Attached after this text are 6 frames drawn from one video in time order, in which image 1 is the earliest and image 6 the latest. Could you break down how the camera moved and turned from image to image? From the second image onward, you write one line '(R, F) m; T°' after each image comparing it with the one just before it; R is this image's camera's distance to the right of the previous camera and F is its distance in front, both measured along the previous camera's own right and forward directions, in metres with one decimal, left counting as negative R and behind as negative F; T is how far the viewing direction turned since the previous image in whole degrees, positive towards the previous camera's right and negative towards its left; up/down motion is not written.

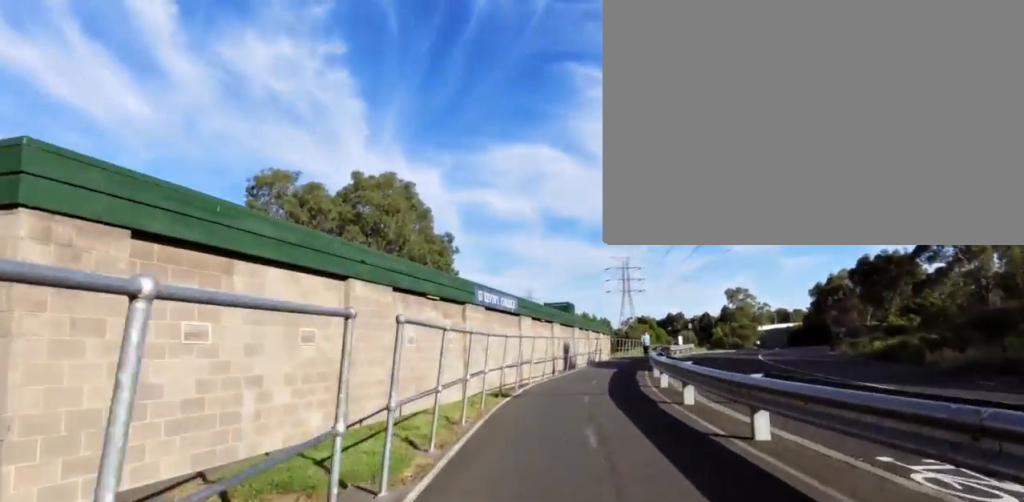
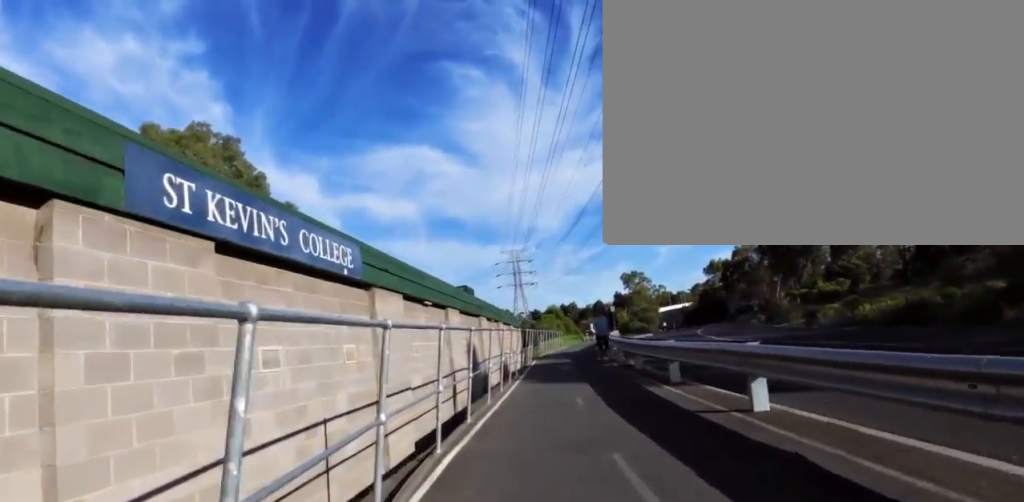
(+1.6, +12.1) m; +13°
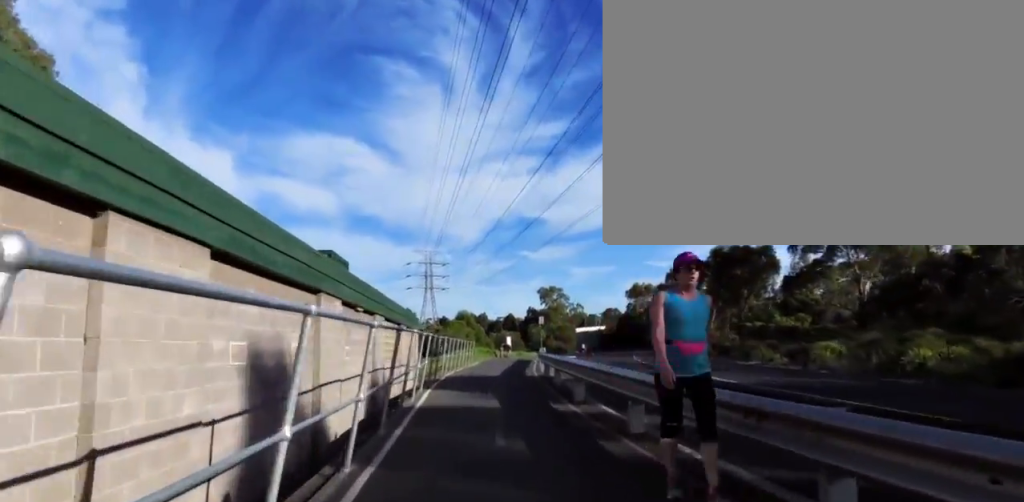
(+1.4, +10.9) m; +9°
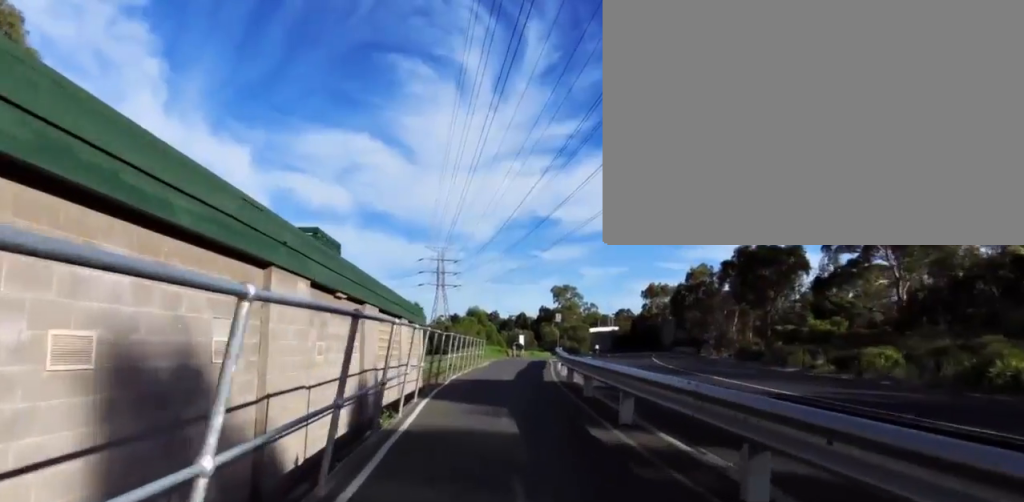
(+0.1, +2.9) m; -3°
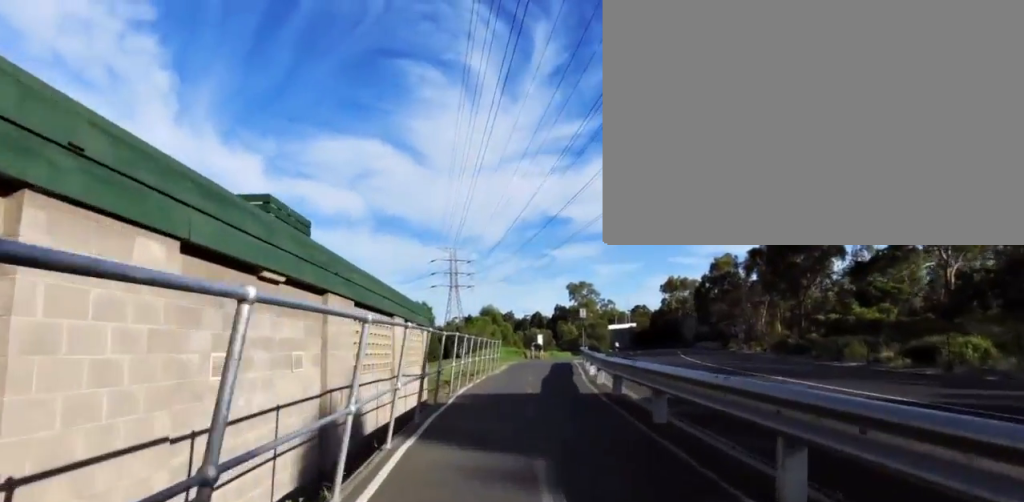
(-0.2, +4.0) m; -4°
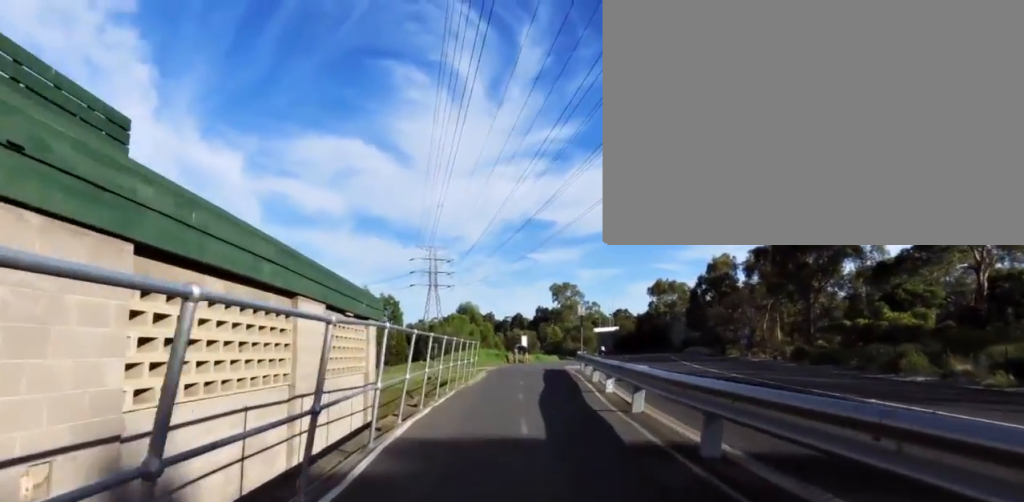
(-0.6, +5.9) m; -3°
